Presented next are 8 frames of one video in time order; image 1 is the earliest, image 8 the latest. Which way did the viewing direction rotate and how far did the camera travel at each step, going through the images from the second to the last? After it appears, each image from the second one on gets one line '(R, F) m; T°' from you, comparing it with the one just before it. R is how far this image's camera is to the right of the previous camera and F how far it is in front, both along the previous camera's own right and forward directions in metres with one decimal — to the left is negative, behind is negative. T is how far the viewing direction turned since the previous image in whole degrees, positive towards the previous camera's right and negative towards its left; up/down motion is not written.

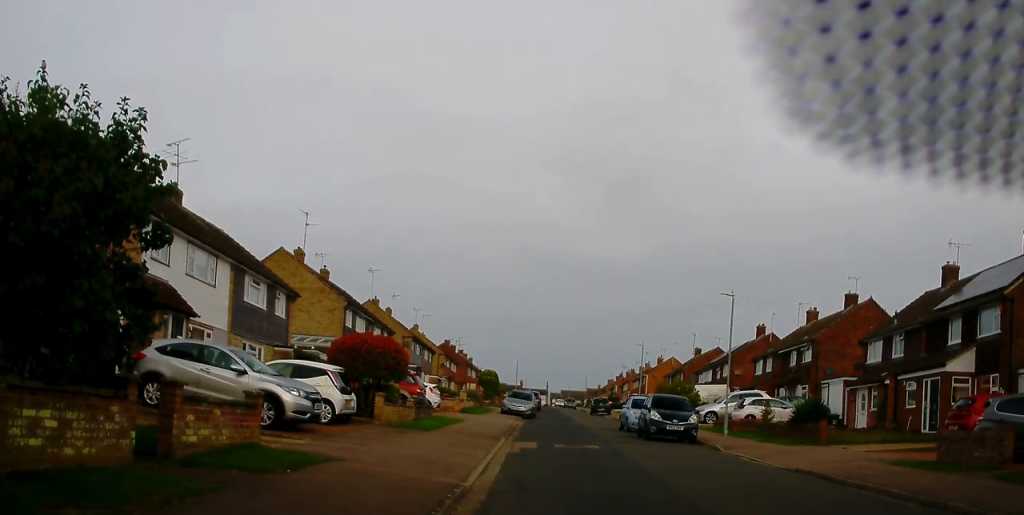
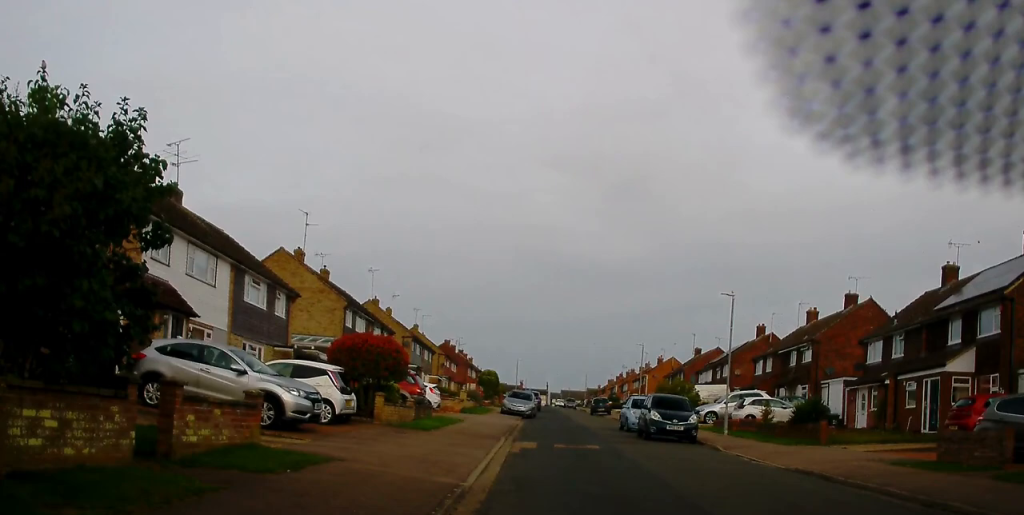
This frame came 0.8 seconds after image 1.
(0.0, 0.0) m; 0°
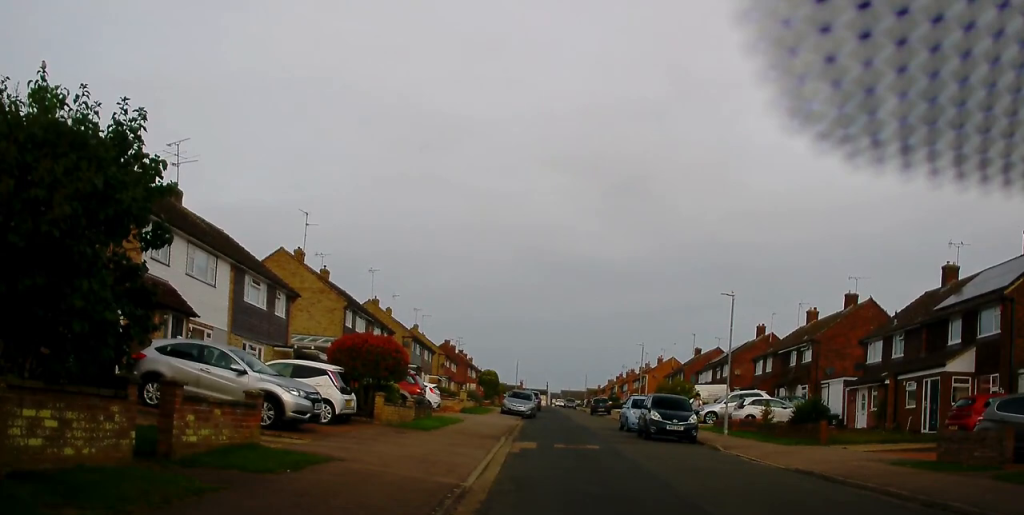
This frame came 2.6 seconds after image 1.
(0.0, 0.0) m; 0°
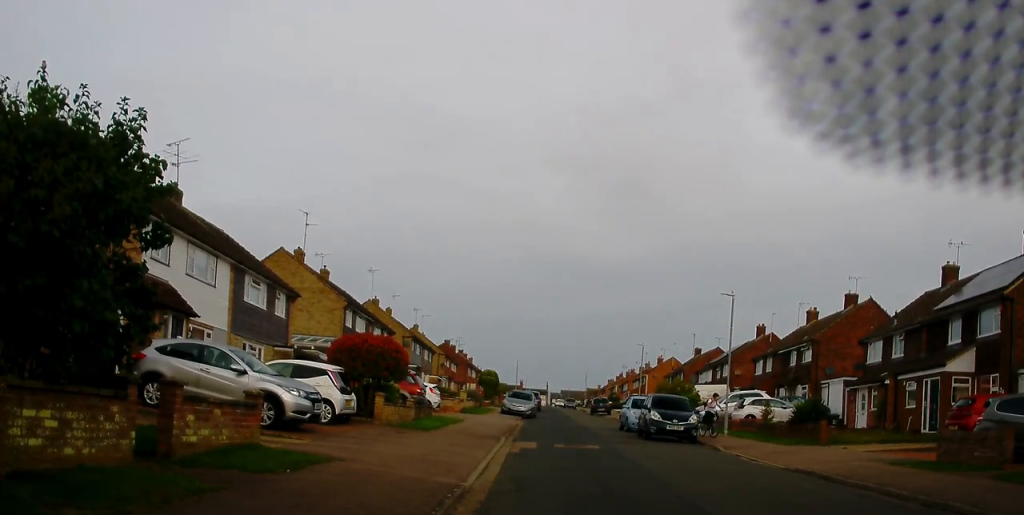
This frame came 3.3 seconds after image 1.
(0.0, 0.0) m; 0°
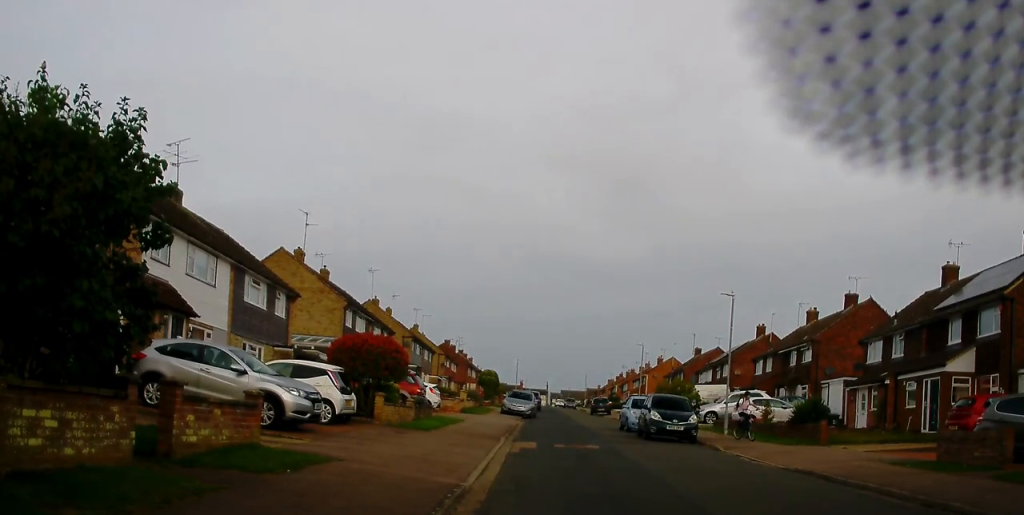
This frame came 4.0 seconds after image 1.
(0.0, 0.0) m; 0°
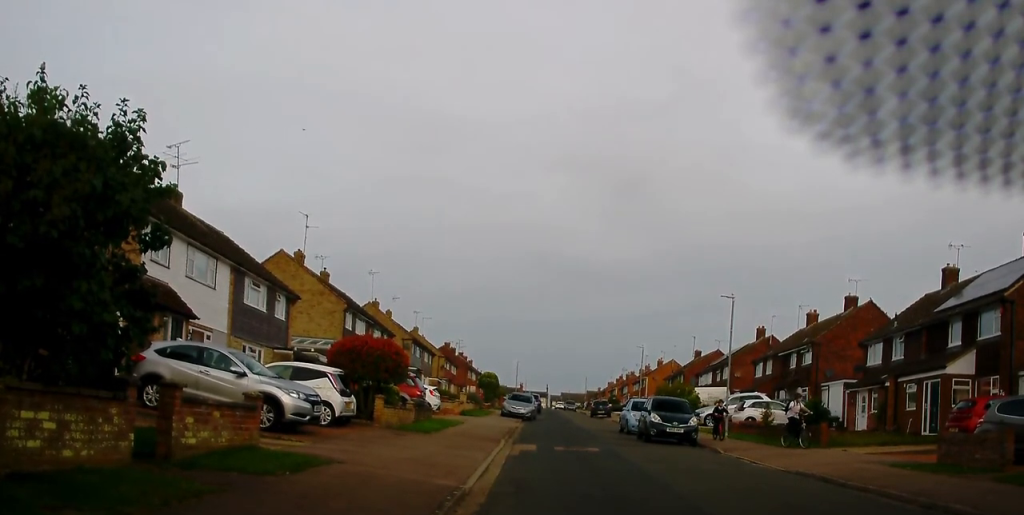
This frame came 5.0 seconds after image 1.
(0.0, +0.2) m; 0°
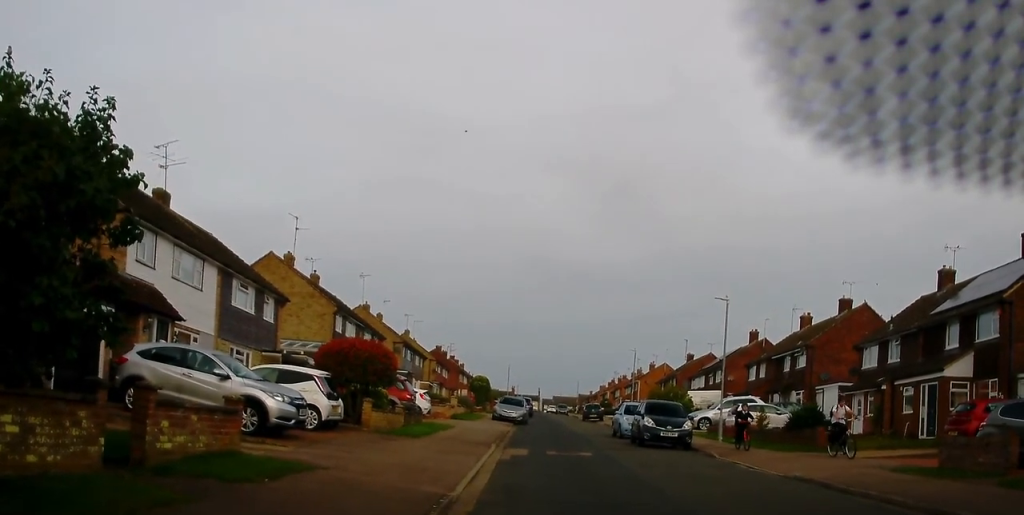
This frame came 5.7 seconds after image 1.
(0.0, +0.4) m; +1°
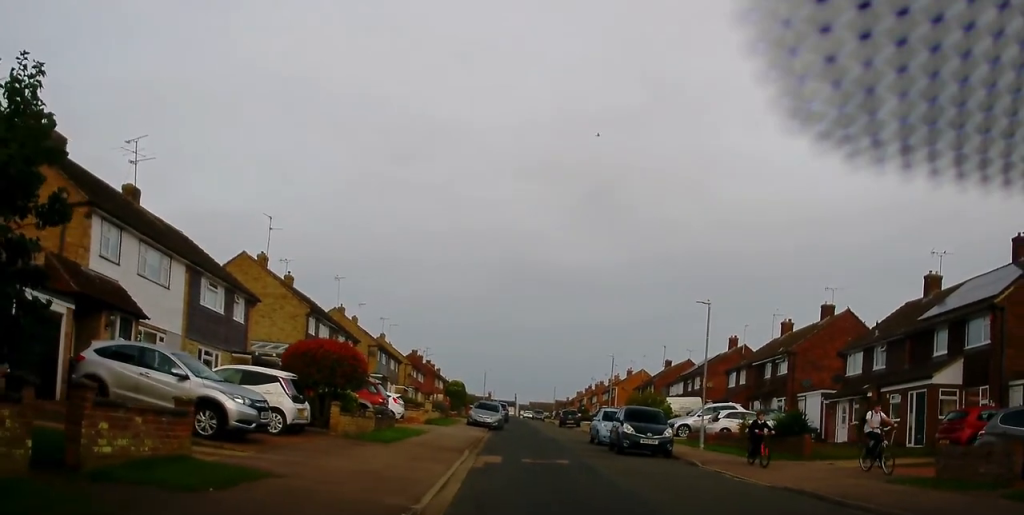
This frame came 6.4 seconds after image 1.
(+0.1, +1.0) m; +8°
